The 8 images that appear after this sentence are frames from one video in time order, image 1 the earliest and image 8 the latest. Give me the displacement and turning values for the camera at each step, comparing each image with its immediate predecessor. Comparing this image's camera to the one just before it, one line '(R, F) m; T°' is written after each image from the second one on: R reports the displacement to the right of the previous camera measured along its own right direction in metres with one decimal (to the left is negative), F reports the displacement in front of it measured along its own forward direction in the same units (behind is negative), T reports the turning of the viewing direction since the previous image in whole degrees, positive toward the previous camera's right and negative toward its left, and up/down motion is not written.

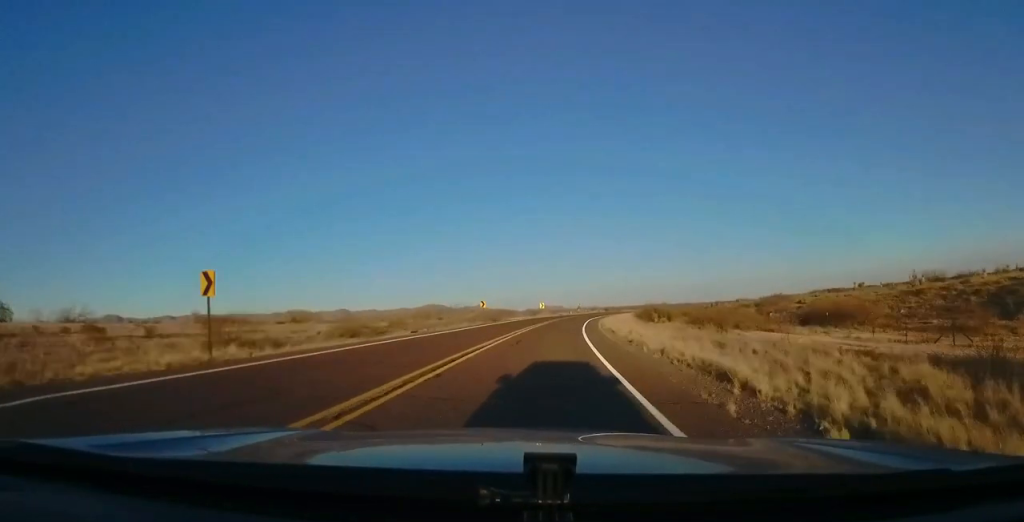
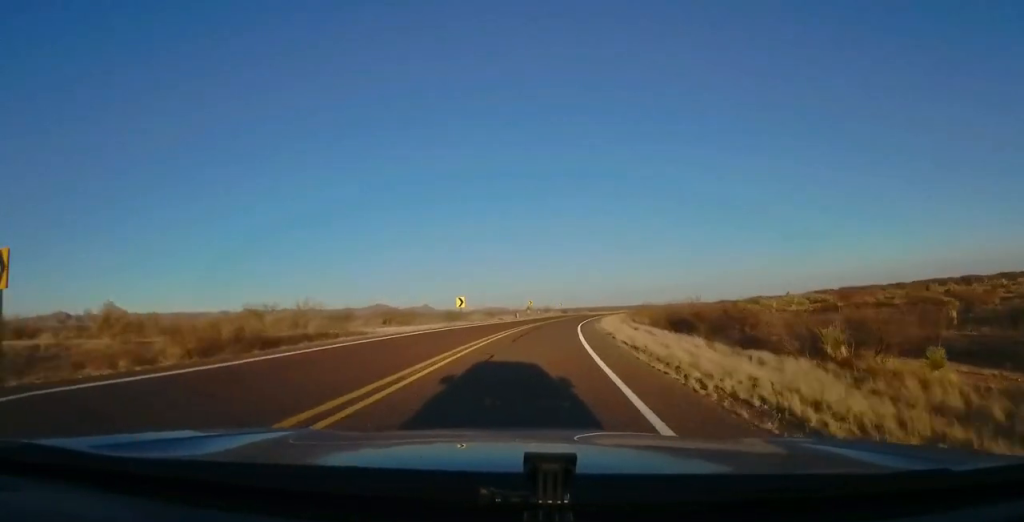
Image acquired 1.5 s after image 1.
(+3.0, +44.6) m; +6°
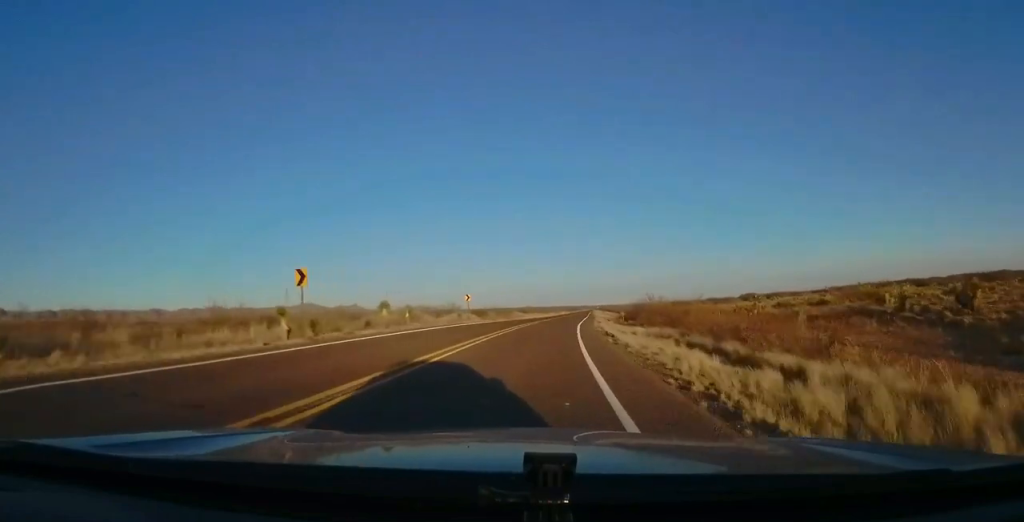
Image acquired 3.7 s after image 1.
(+4.0, +63.5) m; +7°
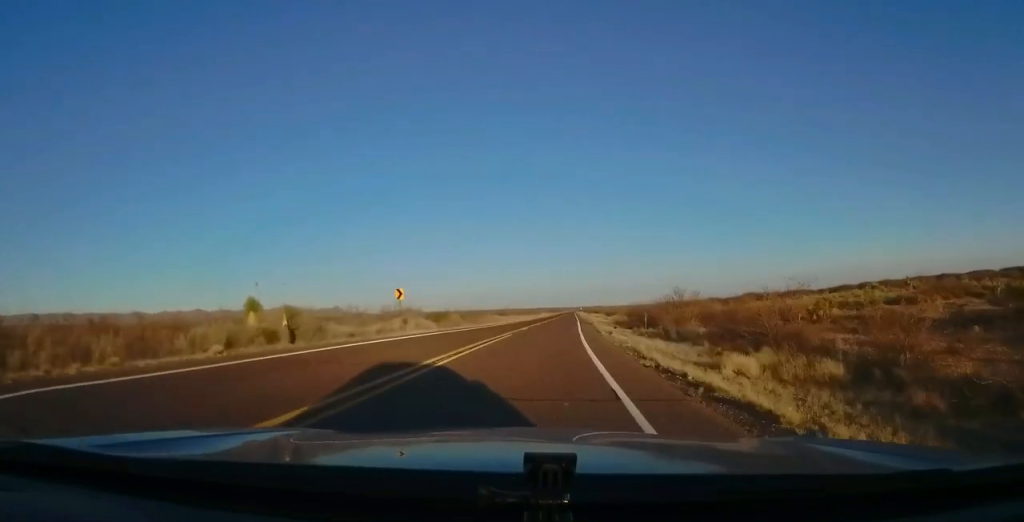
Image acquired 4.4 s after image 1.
(-0.2, +18.3) m; +1°
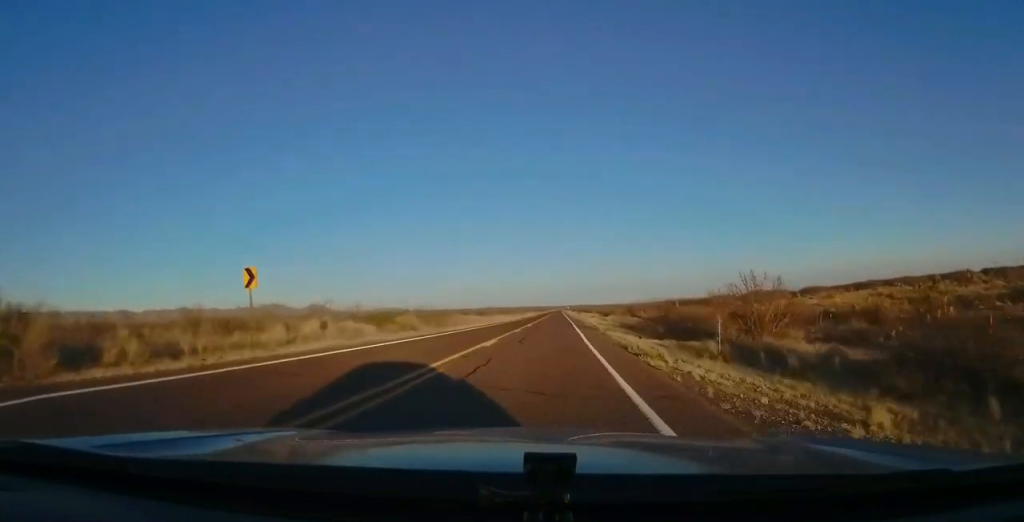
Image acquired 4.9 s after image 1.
(+0.5, +15.4) m; +1°
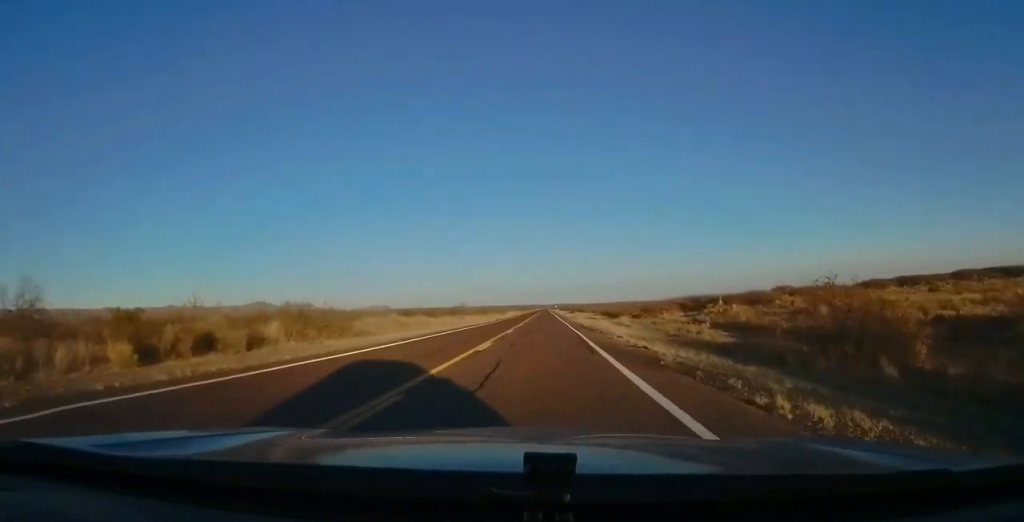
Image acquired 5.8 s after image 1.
(+0.5, +25.9) m; +1°
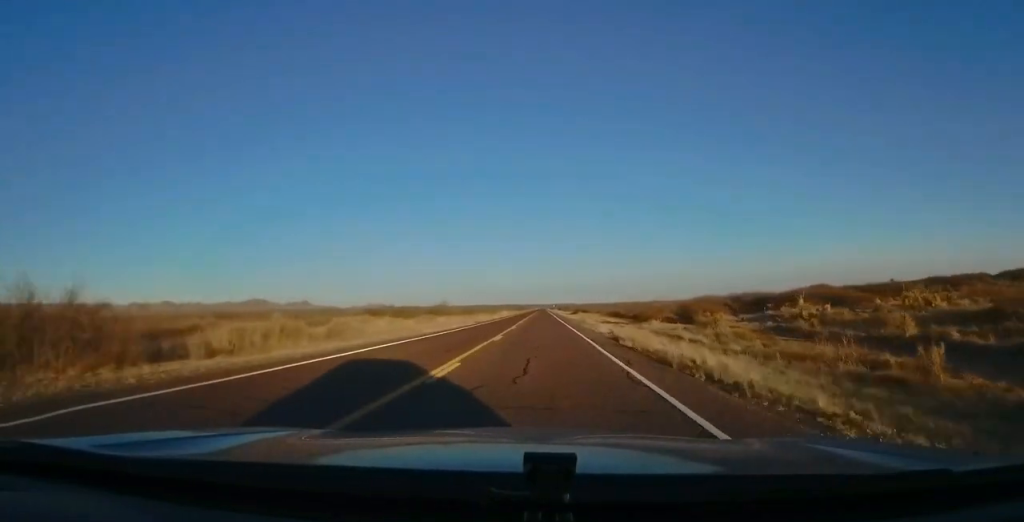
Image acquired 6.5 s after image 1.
(0.0, +19.2) m; 0°
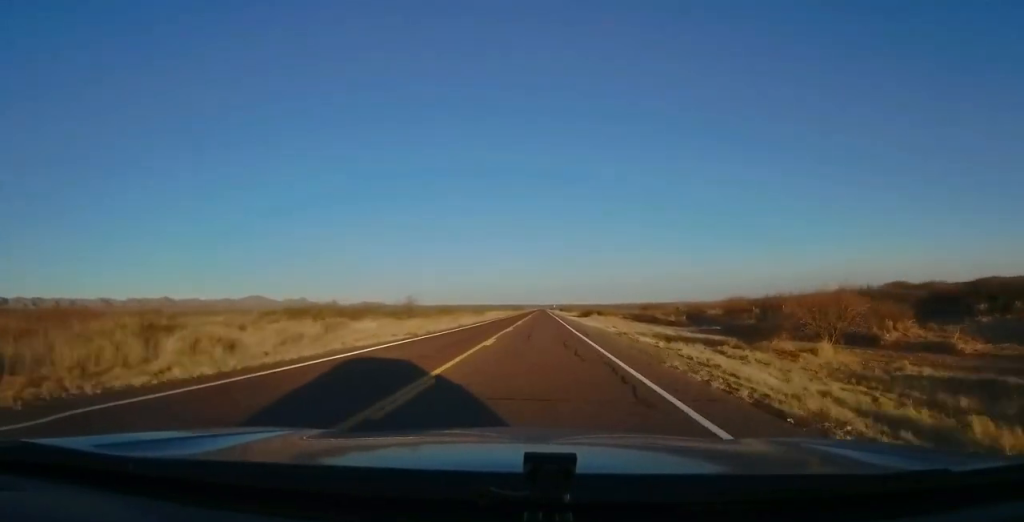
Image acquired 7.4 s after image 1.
(0.0, +26.9) m; +1°
